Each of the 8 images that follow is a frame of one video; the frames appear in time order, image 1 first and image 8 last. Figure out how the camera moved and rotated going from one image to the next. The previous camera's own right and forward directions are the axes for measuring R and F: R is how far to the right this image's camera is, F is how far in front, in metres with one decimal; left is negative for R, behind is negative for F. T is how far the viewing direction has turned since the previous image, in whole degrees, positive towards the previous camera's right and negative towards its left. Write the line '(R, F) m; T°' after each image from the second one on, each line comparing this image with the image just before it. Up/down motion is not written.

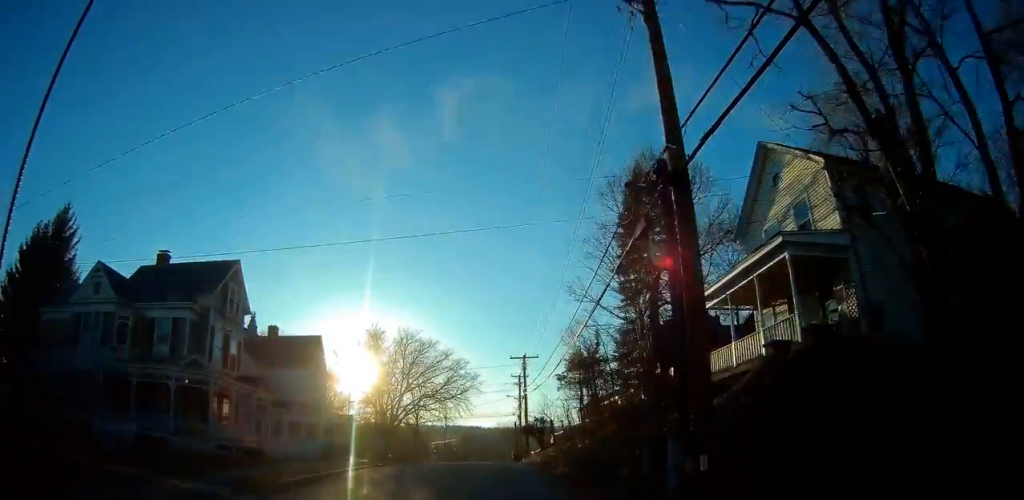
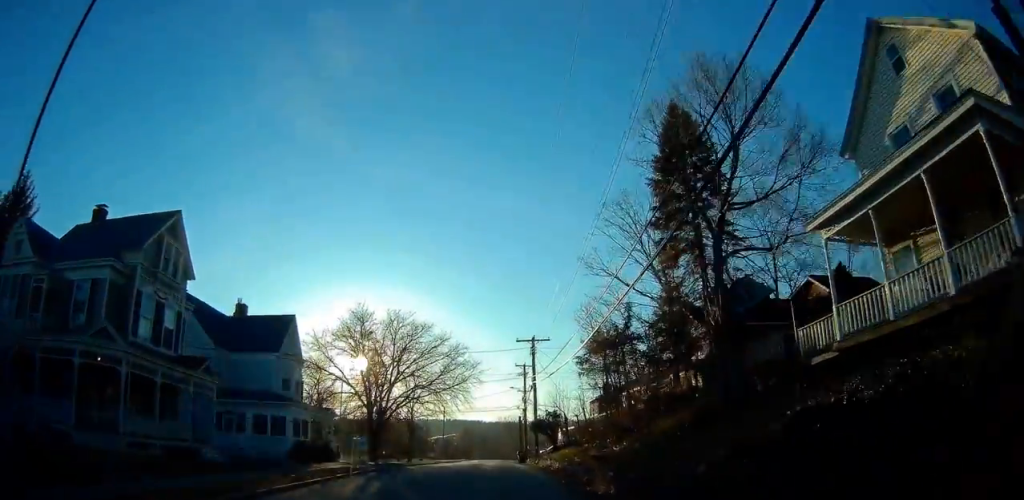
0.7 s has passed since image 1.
(+0.2, +7.8) m; 0°
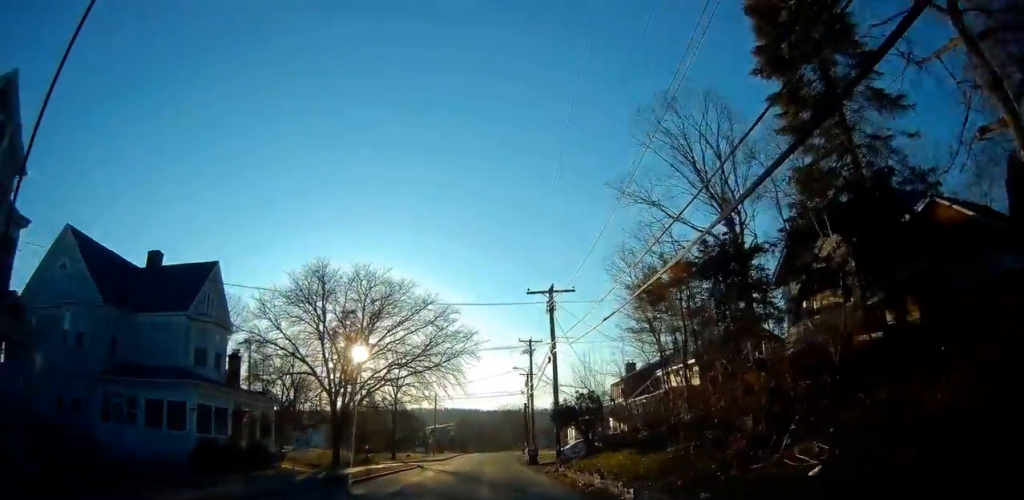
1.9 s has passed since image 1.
(-0.5, +12.8) m; -1°
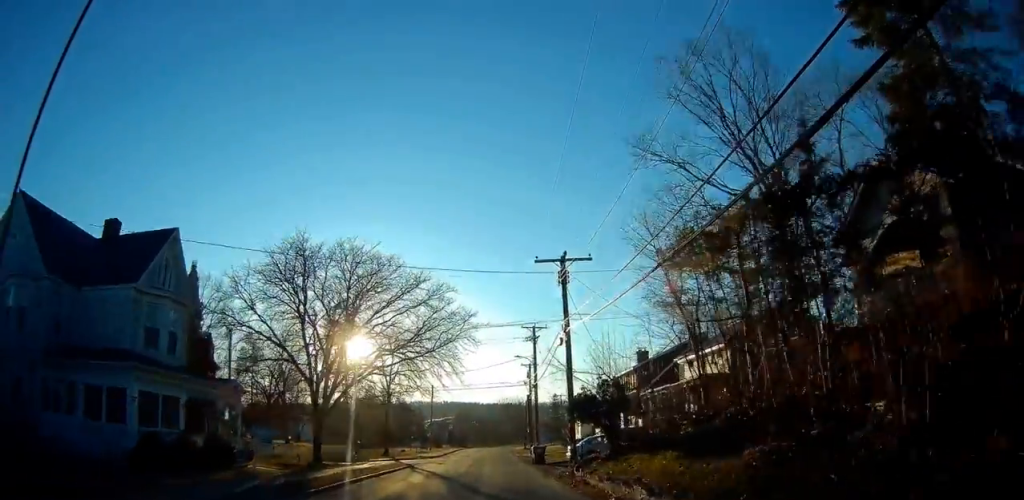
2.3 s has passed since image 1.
(-0.1, +4.6) m; +1°
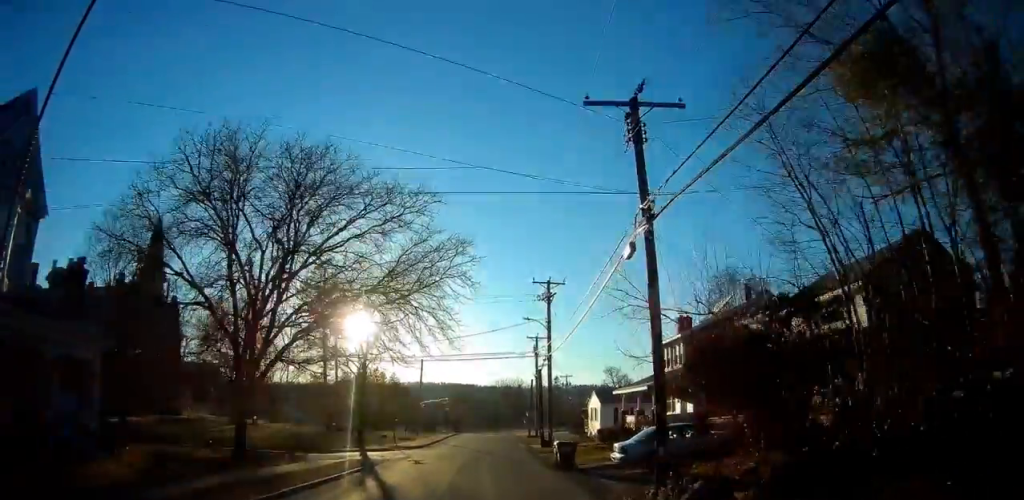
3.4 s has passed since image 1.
(+0.4, +11.7) m; +1°
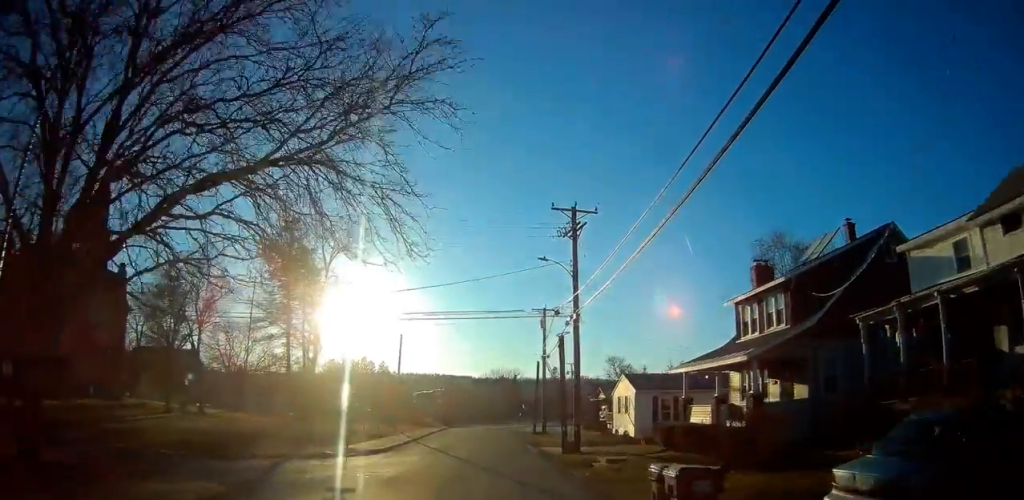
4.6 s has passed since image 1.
(-0.3, +13.5) m; -2°
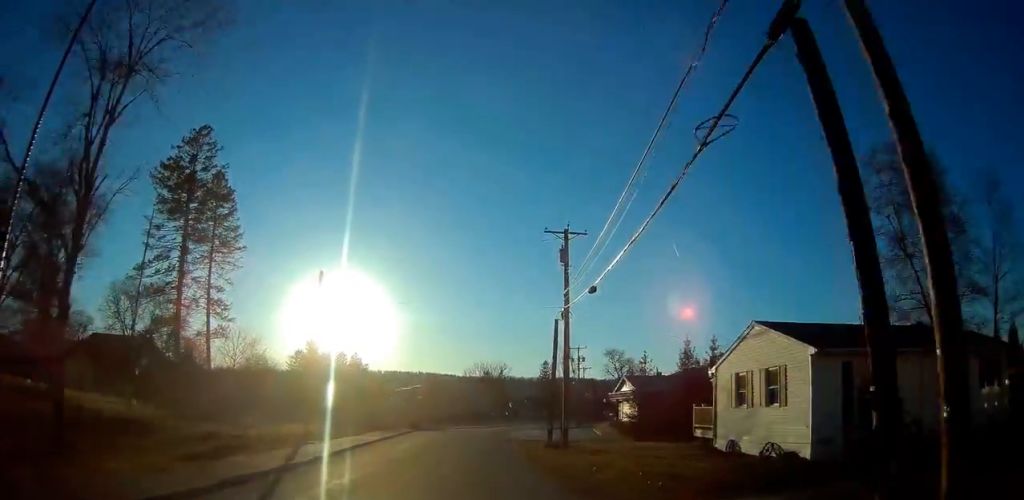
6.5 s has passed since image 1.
(+0.7, +23.4) m; +4°
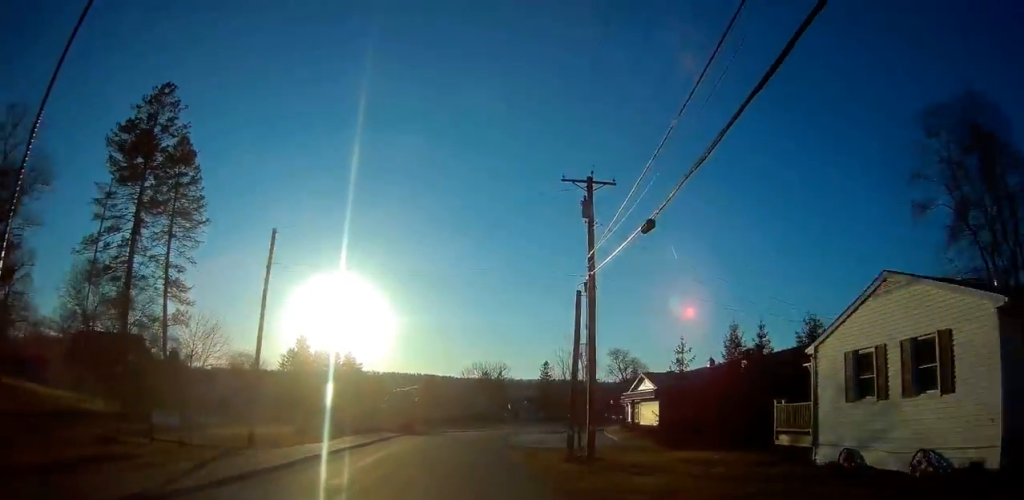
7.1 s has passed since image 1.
(0.0, +7.7) m; 0°
